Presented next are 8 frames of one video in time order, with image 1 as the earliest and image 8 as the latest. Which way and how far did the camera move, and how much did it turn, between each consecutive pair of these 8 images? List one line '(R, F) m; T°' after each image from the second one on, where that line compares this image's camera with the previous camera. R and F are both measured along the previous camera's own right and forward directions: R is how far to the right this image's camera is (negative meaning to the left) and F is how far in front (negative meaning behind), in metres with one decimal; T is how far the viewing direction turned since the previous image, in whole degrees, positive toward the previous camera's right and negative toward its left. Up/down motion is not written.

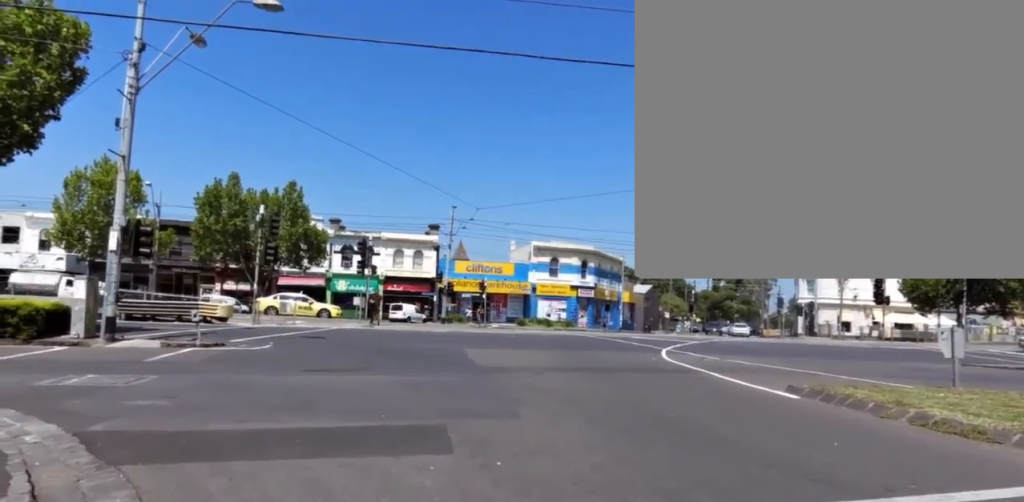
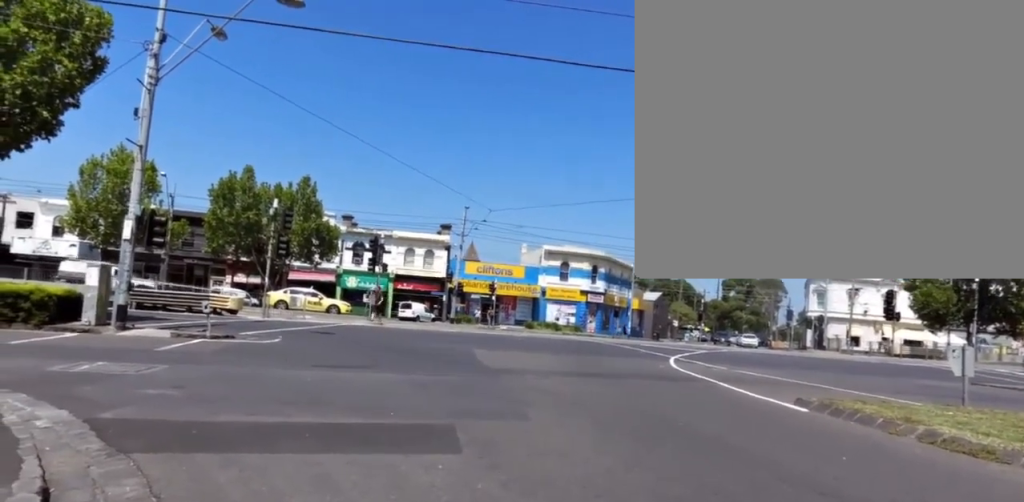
(0.0, 0.0) m; 0°
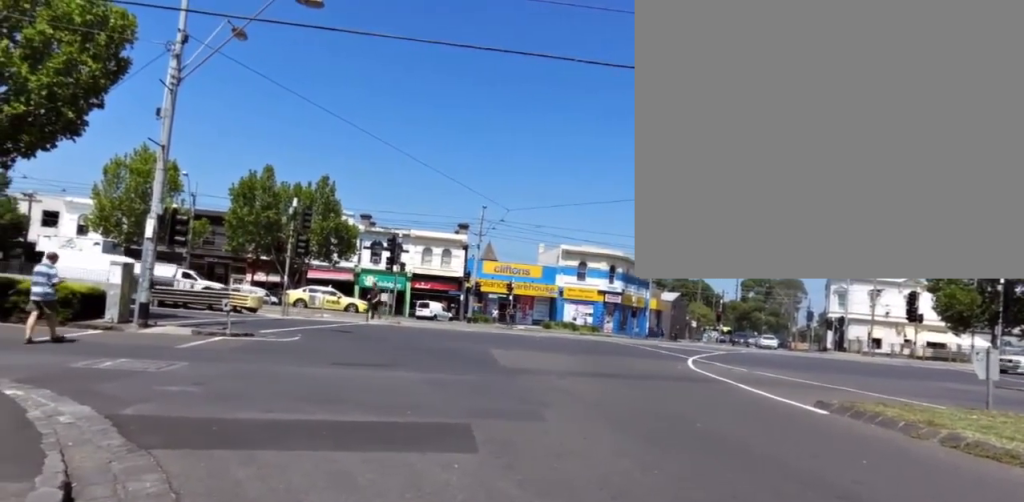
(0.0, 0.0) m; 0°
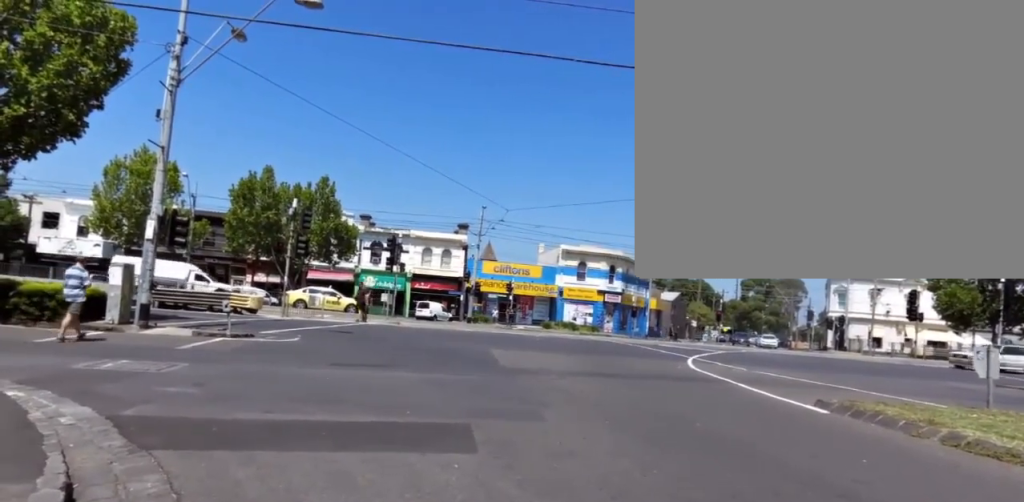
(0.0, 0.0) m; 0°
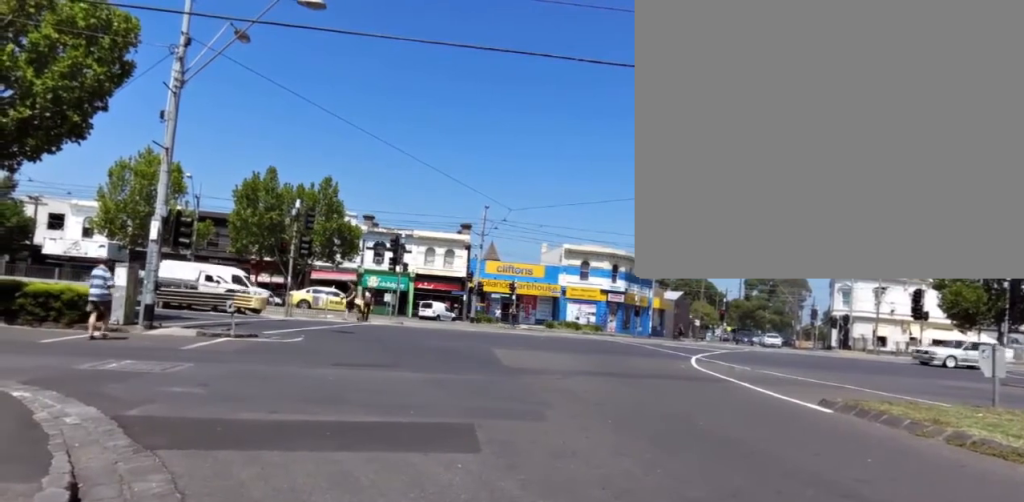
(0.0, 0.0) m; 0°
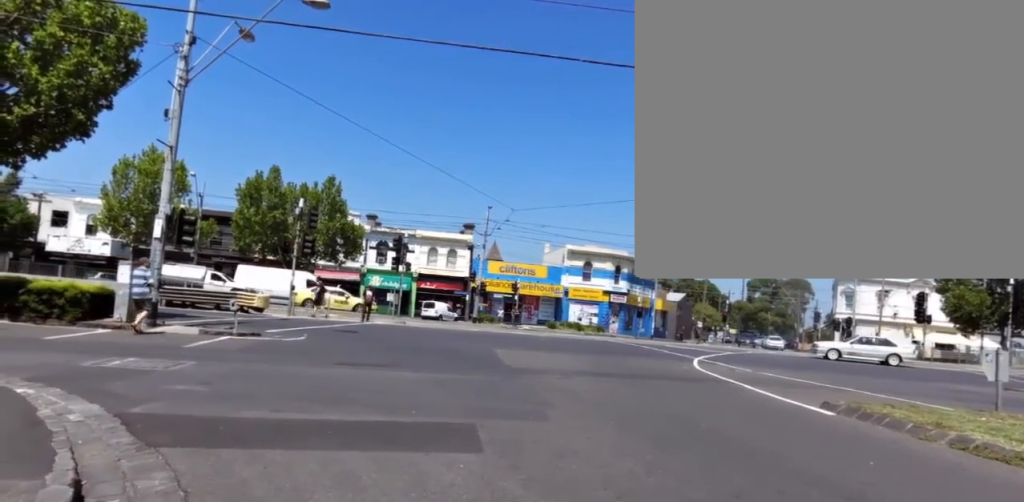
(0.0, 0.0) m; 0°
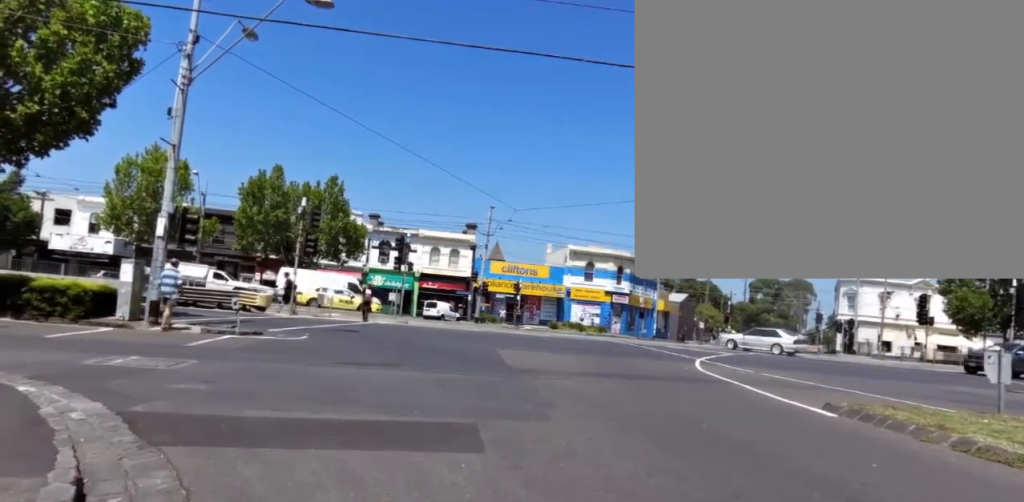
(0.0, 0.0) m; 0°
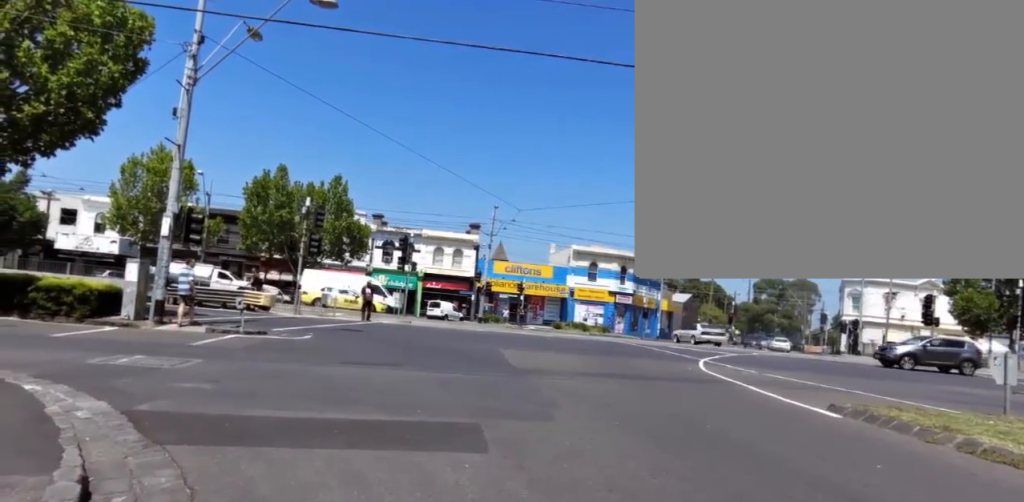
(0.0, 0.0) m; 0°
